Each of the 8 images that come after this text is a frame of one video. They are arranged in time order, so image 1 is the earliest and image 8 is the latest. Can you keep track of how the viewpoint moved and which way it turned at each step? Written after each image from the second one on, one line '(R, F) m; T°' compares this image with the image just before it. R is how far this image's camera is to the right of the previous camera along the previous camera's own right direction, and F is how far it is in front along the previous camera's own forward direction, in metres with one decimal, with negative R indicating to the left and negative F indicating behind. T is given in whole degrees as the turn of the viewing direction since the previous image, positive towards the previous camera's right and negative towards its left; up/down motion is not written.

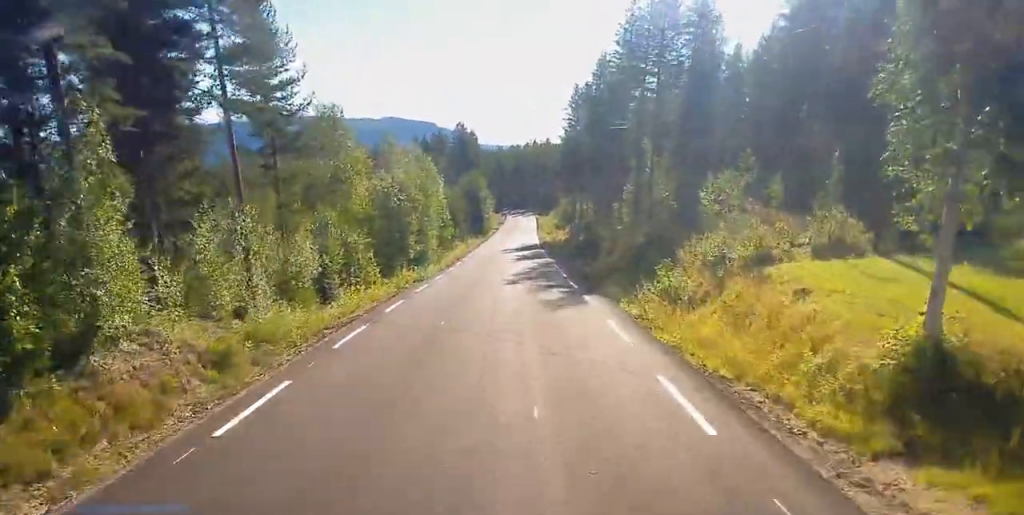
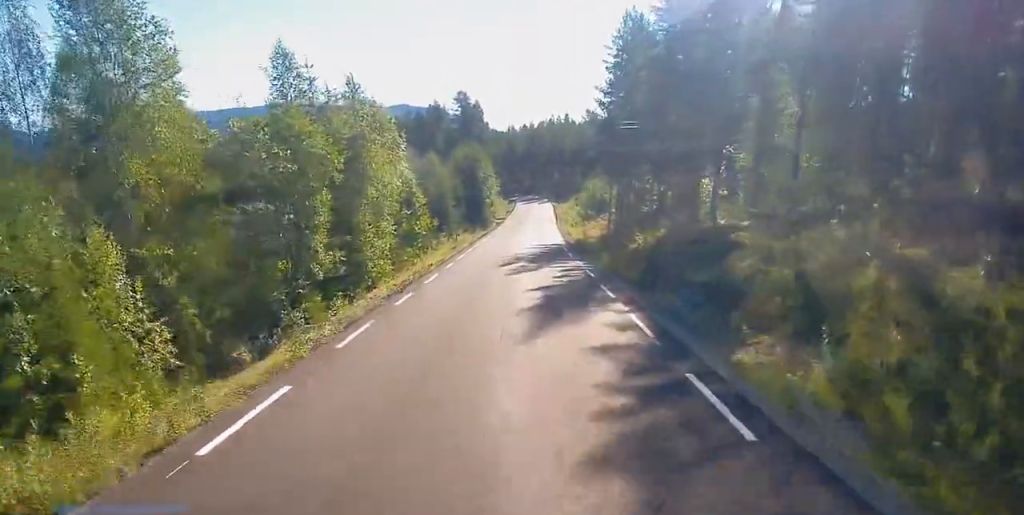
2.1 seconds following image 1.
(-1.4, +30.0) m; -5°
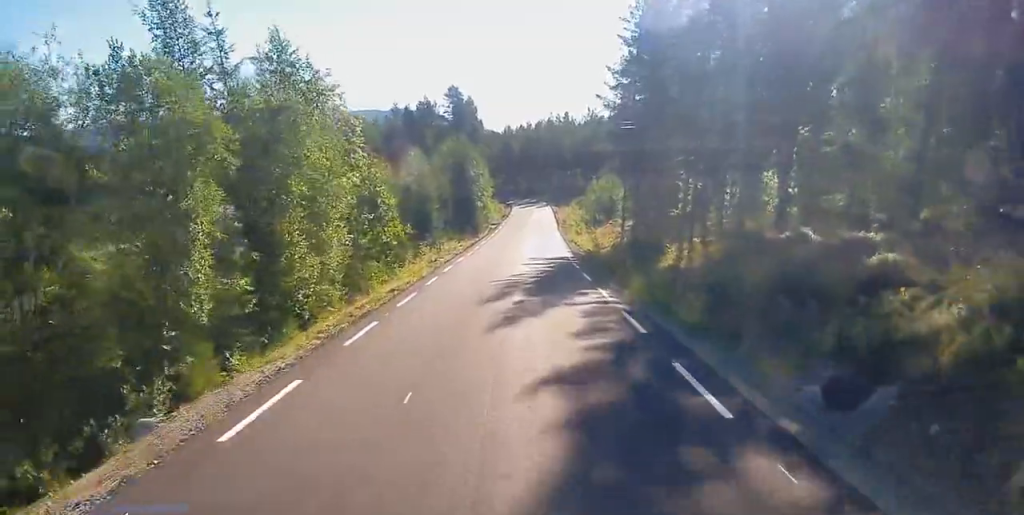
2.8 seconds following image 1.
(-0.1, +10.9) m; +1°
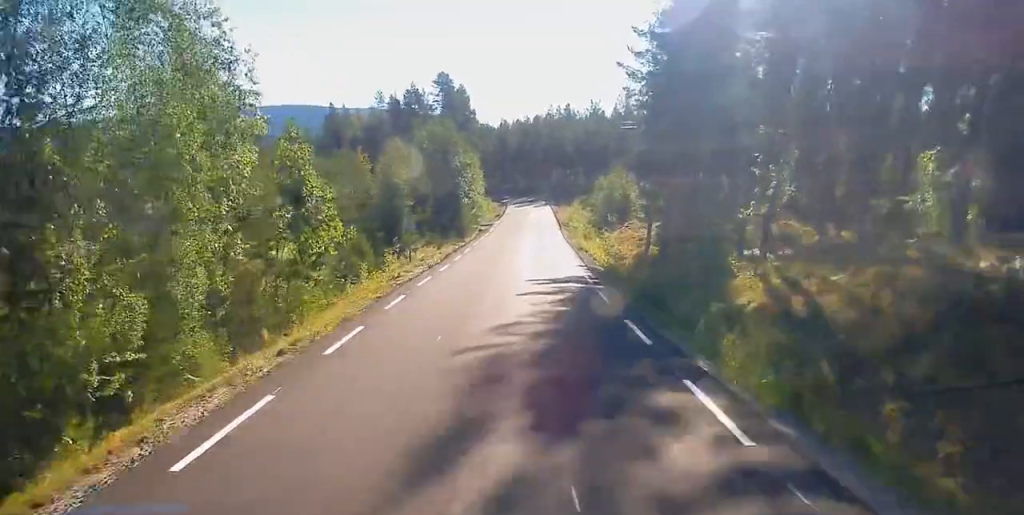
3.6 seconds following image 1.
(+0.2, +12.6) m; +2°
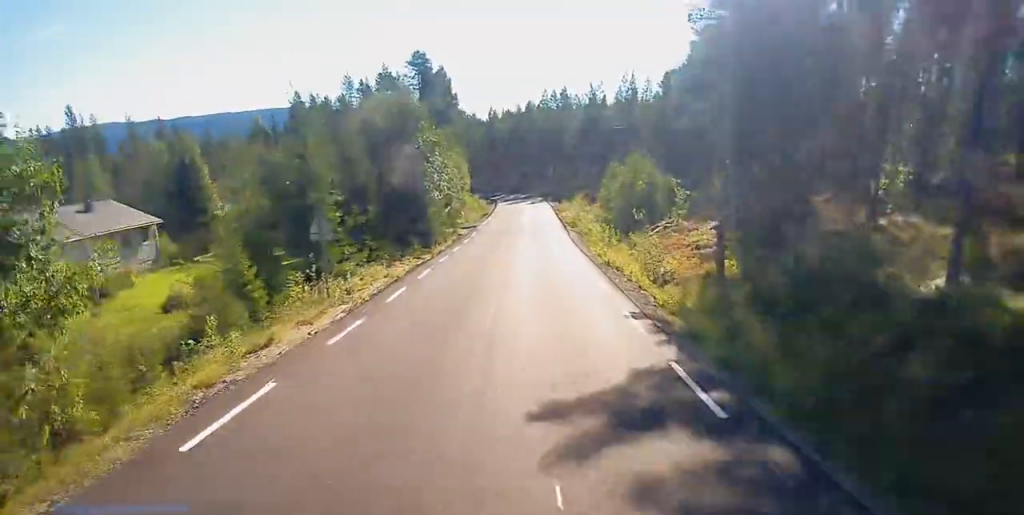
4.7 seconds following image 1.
(+0.4, +16.9) m; 0°
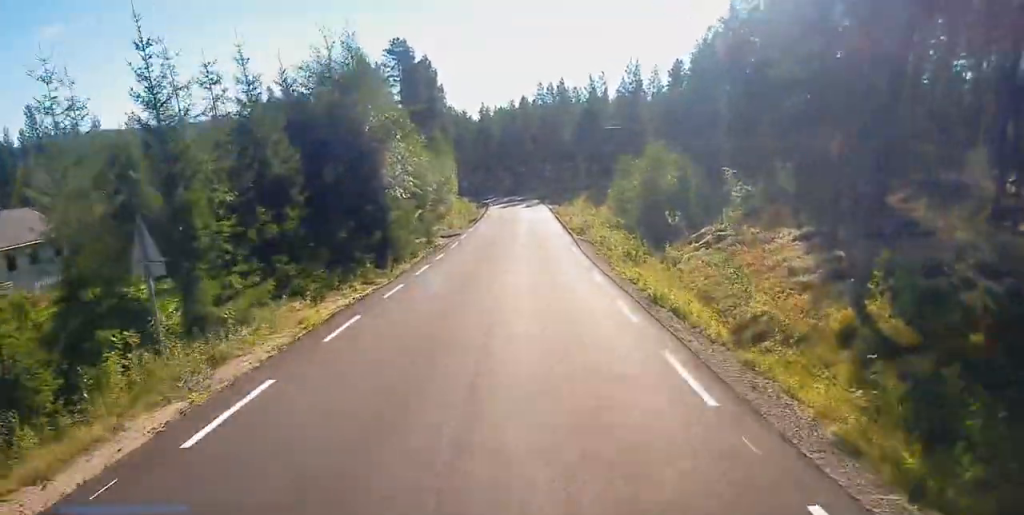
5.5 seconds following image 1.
(0.0, +11.5) m; -1°
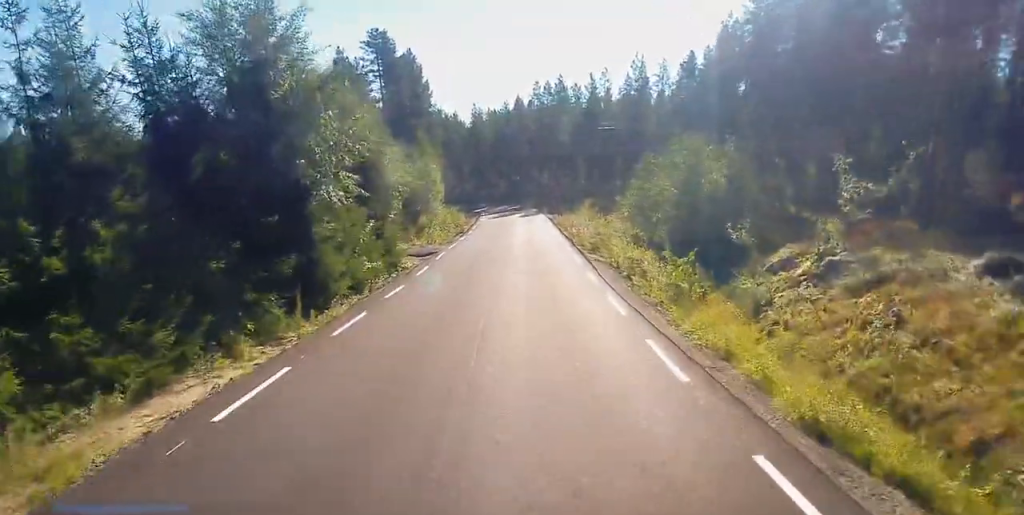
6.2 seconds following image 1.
(-0.3, +10.6) m; +1°
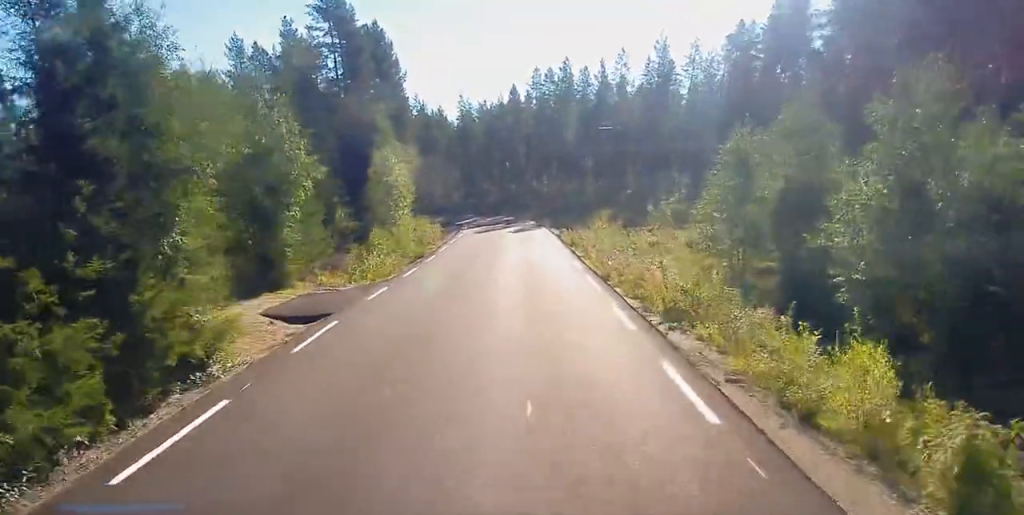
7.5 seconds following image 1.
(+0.5, +19.6) m; +1°
